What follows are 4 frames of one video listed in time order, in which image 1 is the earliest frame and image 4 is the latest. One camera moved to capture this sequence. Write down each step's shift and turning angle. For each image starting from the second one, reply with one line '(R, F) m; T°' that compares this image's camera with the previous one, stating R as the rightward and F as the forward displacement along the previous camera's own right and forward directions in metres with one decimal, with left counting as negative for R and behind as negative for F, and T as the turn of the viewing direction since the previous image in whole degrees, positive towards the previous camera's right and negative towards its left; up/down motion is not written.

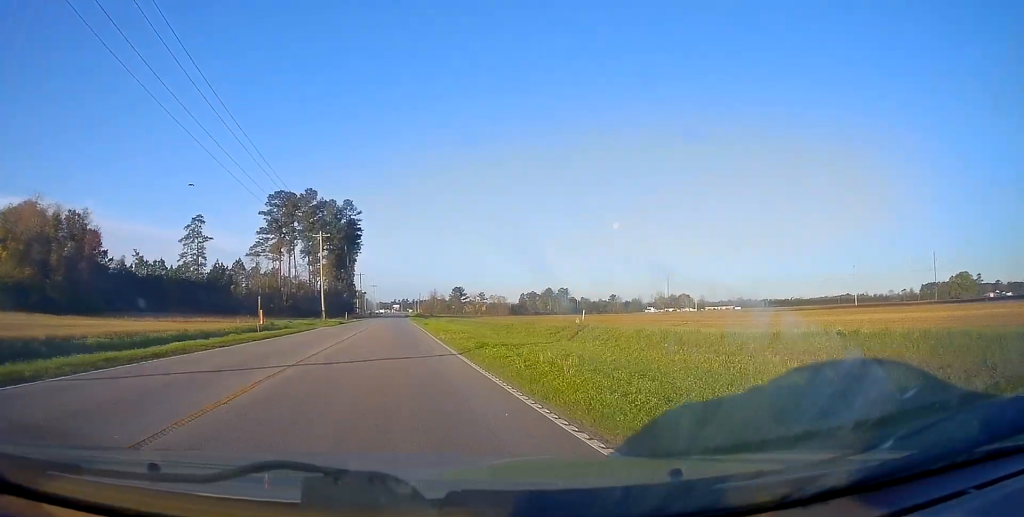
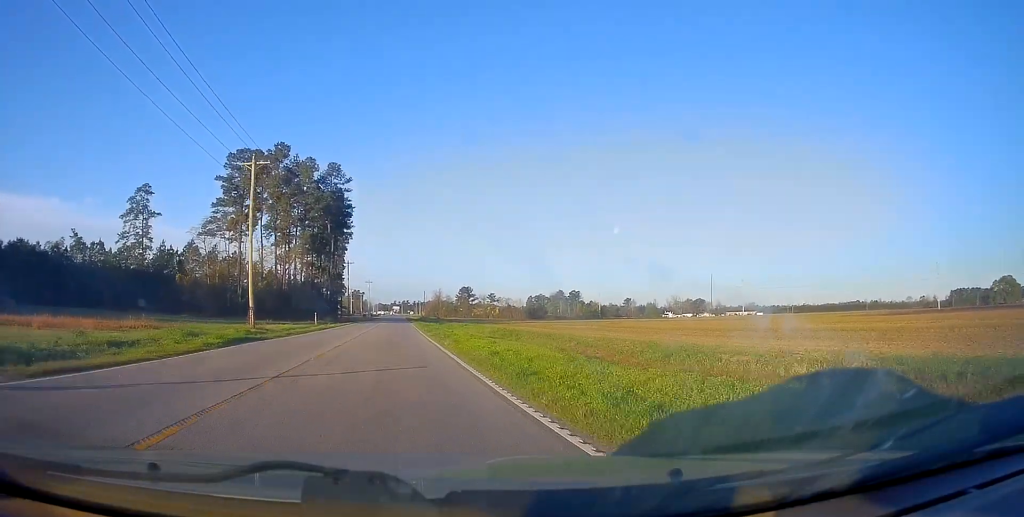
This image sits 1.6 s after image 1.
(+0.6, +40.2) m; 0°
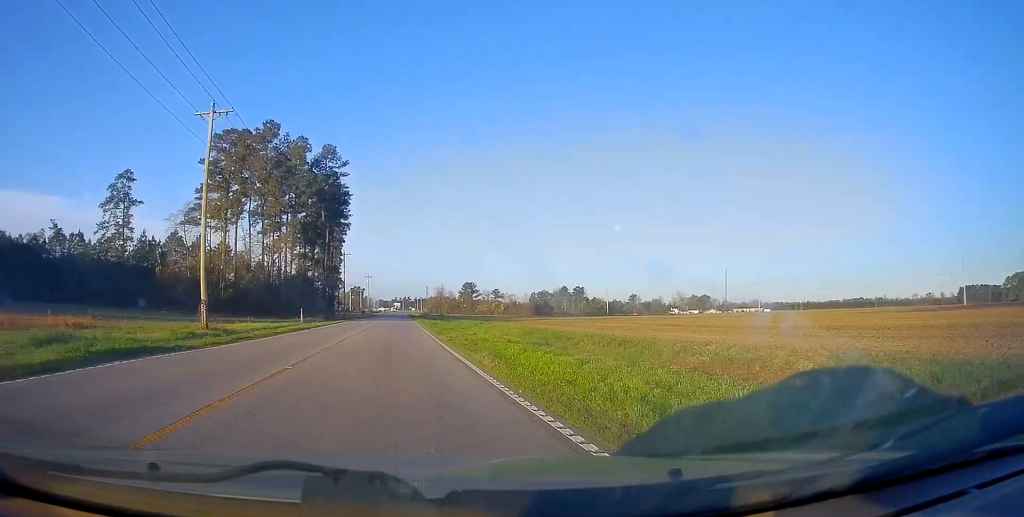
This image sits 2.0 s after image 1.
(0.0, +10.7) m; 0°
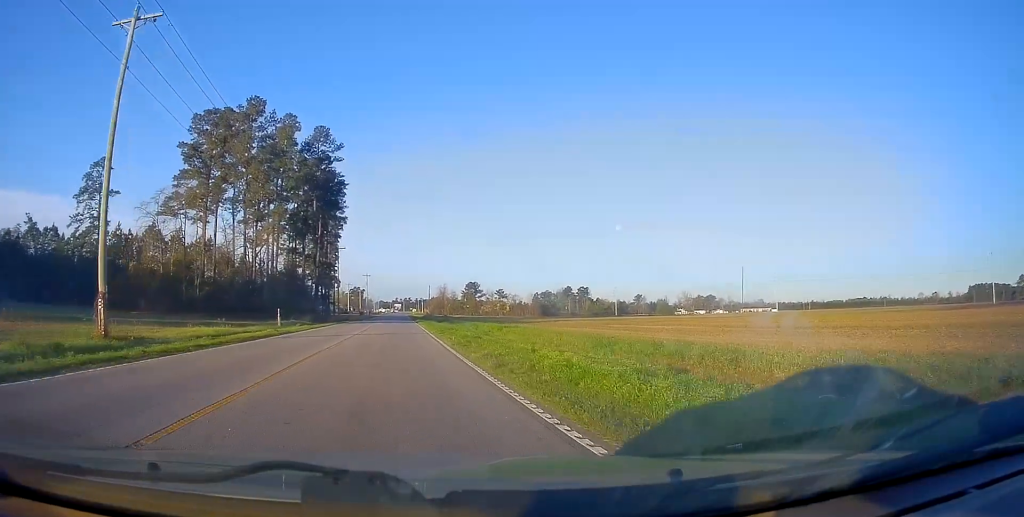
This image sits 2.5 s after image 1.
(-0.1, +11.4) m; 0°
